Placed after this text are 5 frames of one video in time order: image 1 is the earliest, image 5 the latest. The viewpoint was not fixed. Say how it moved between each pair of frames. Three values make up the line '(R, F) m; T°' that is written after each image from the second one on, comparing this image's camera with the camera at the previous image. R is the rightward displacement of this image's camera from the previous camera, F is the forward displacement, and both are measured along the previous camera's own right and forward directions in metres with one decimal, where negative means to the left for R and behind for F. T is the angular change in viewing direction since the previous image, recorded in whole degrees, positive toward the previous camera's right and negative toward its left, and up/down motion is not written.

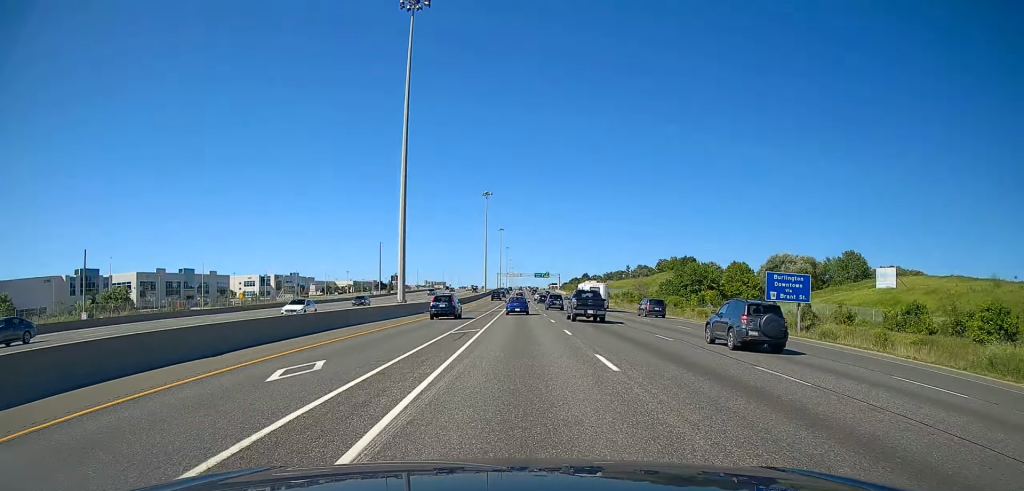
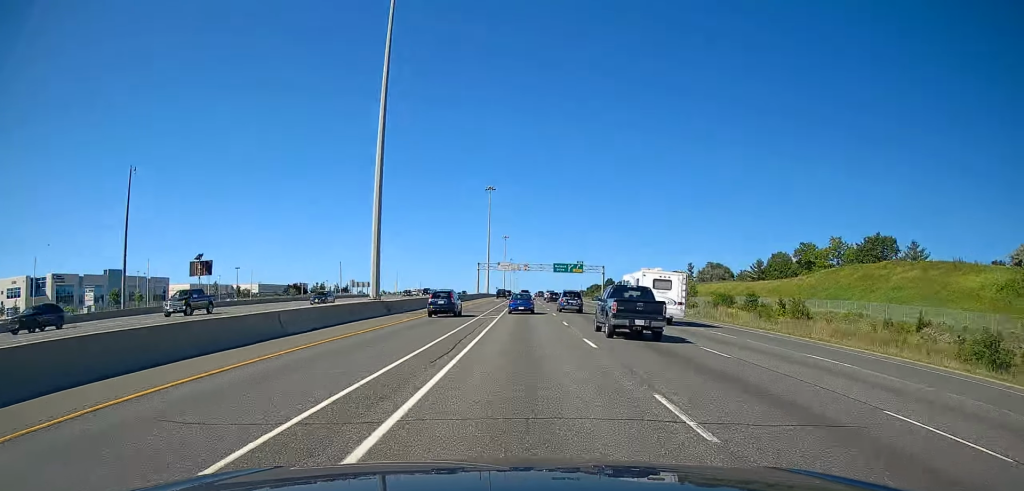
(-0.7, +153.7) m; 0°
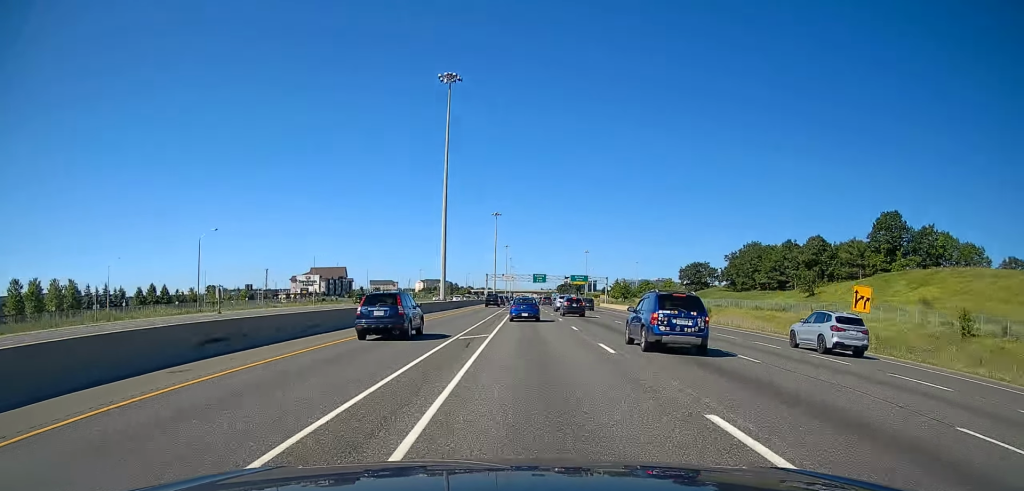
(-1.3, +387.9) m; 0°
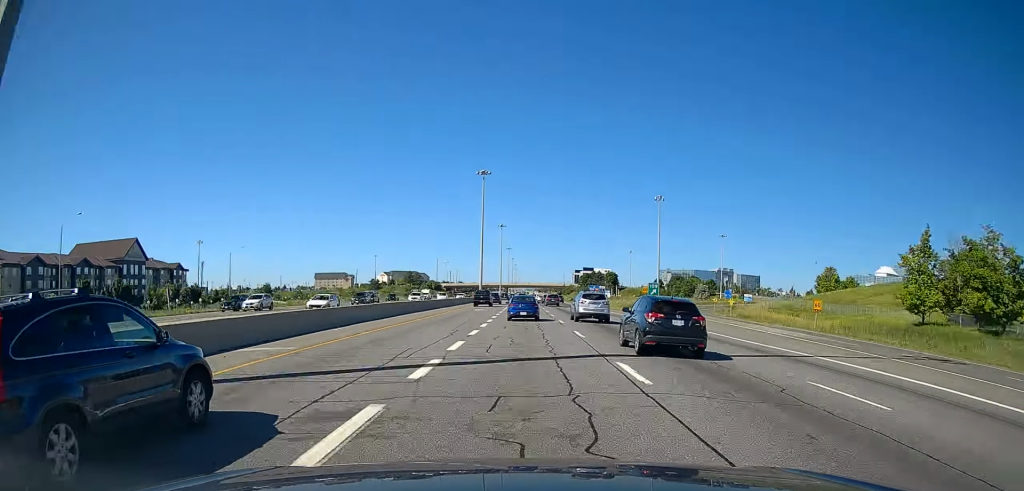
(+0.5, +226.4) m; 0°
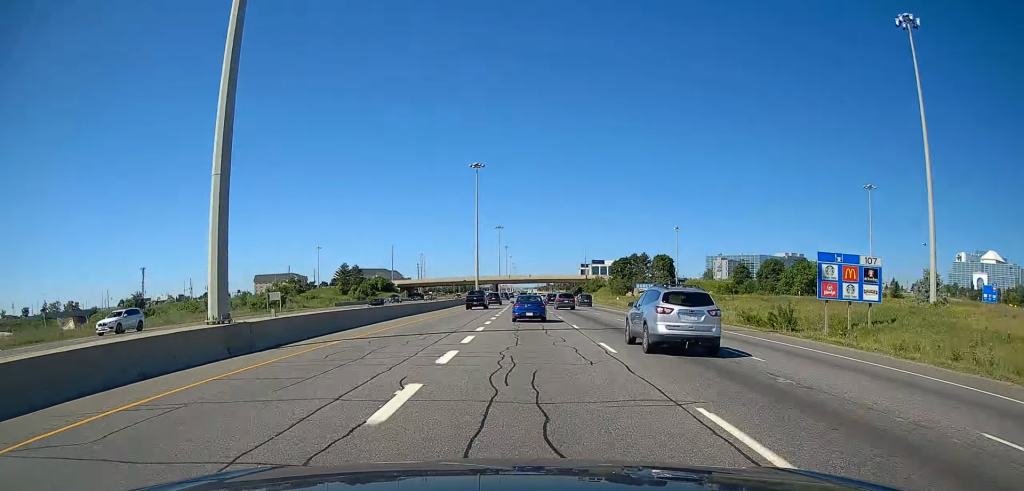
(0.0, +136.1) m; 0°
